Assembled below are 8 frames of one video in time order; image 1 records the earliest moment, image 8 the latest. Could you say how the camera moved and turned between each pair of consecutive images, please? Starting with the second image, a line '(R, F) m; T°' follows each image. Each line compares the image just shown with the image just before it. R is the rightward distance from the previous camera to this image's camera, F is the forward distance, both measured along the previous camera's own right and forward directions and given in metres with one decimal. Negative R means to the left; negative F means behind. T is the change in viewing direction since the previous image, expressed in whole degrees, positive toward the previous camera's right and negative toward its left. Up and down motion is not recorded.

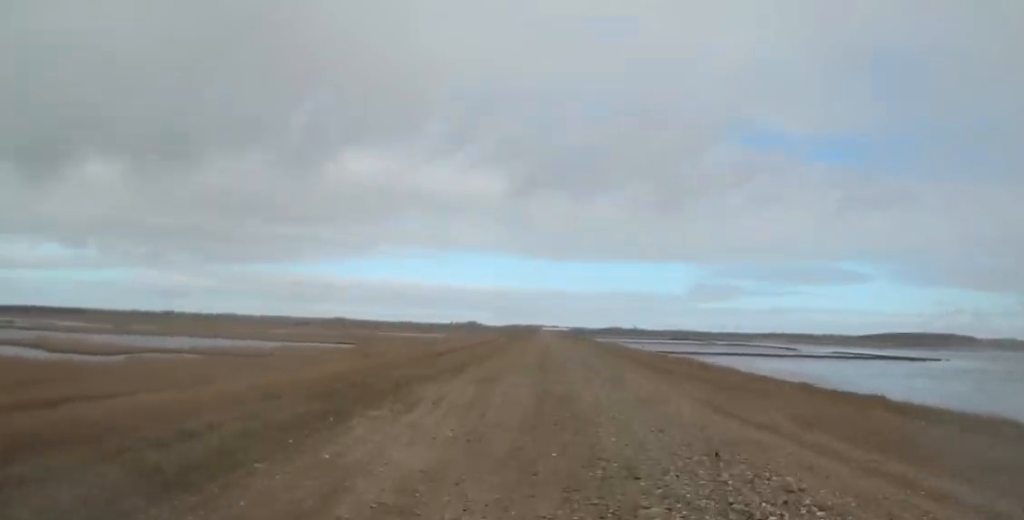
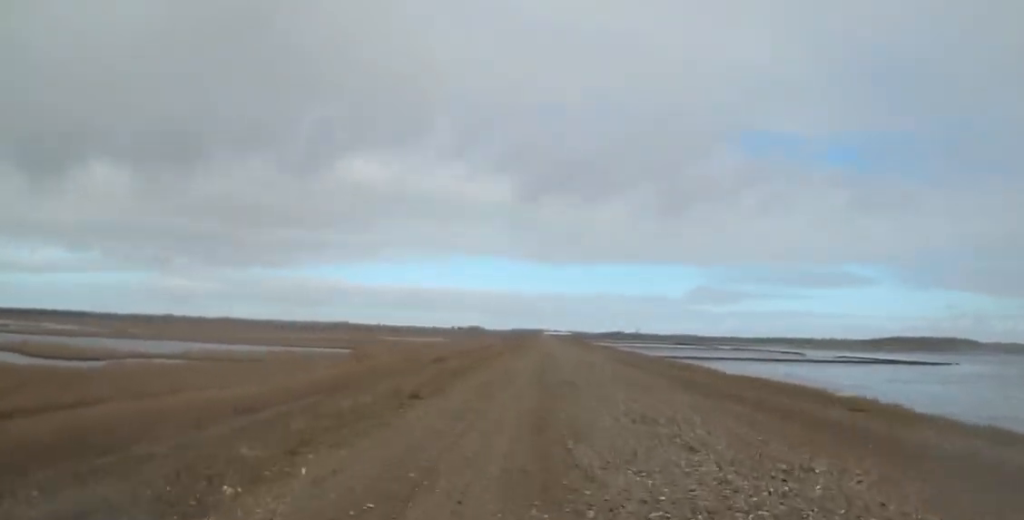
(-0.1, +5.3) m; -1°
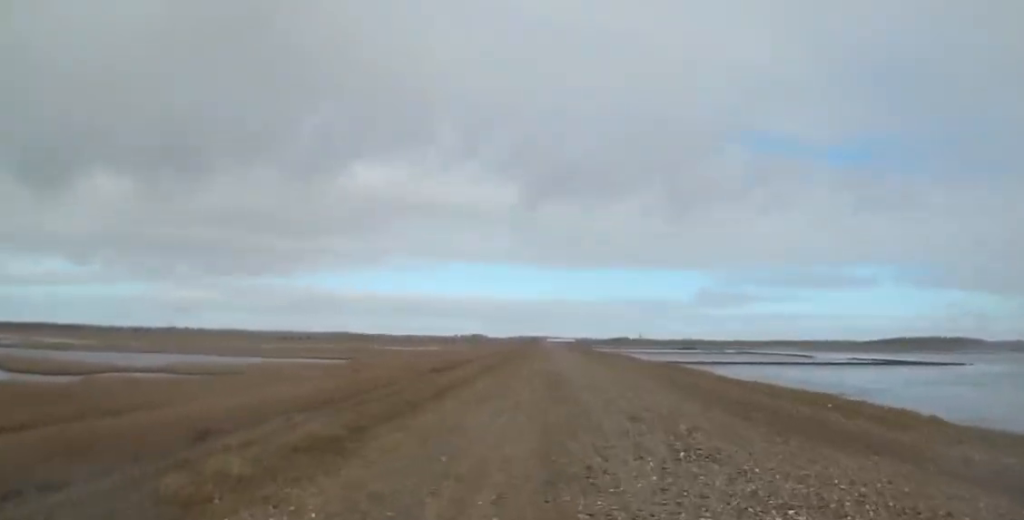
(0.0, +6.8) m; 0°
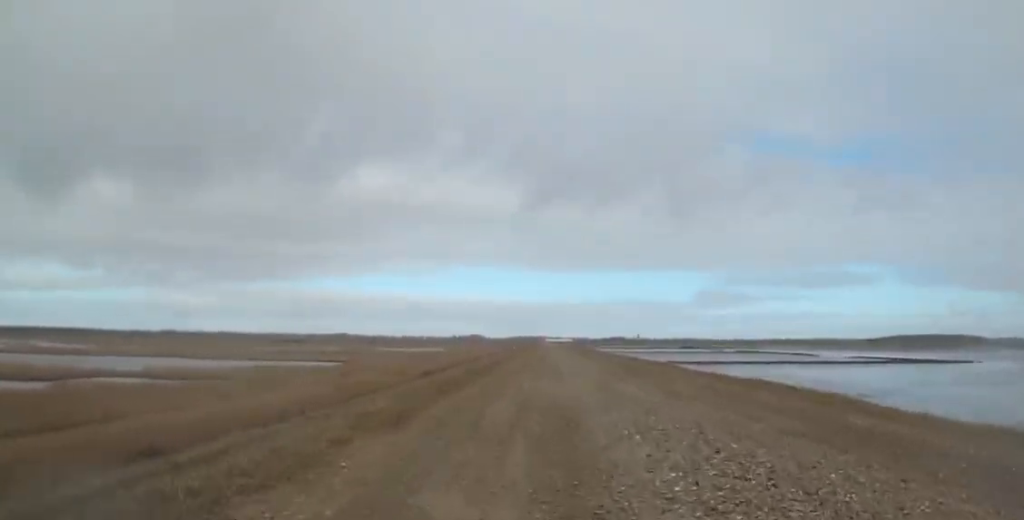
(-0.1, +6.3) m; -4°
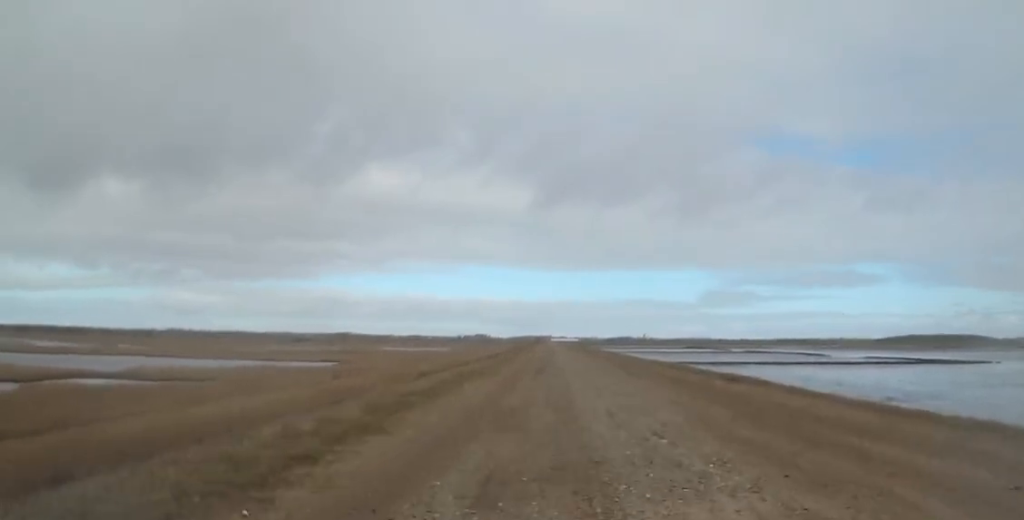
(-0.3, +7.5) m; +2°
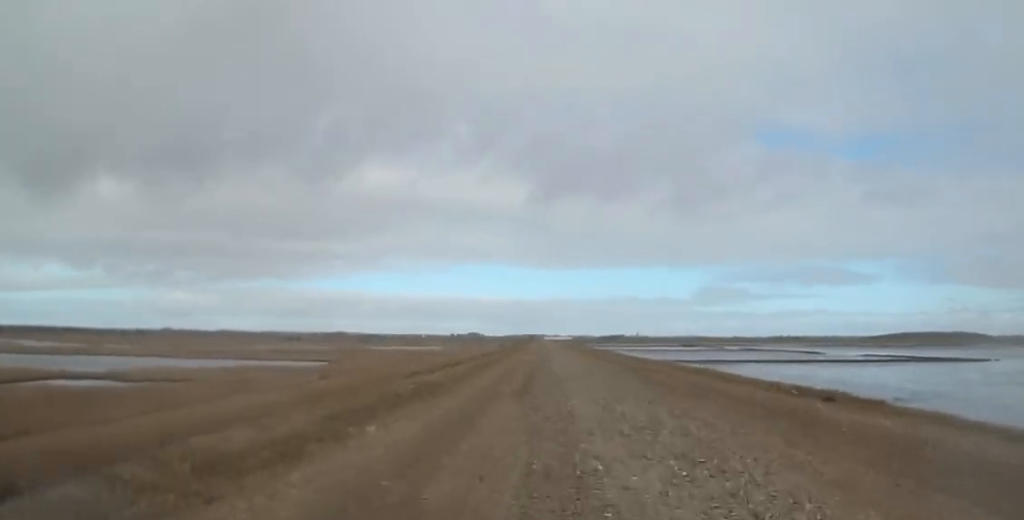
(+0.2, +3.7) m; +4°
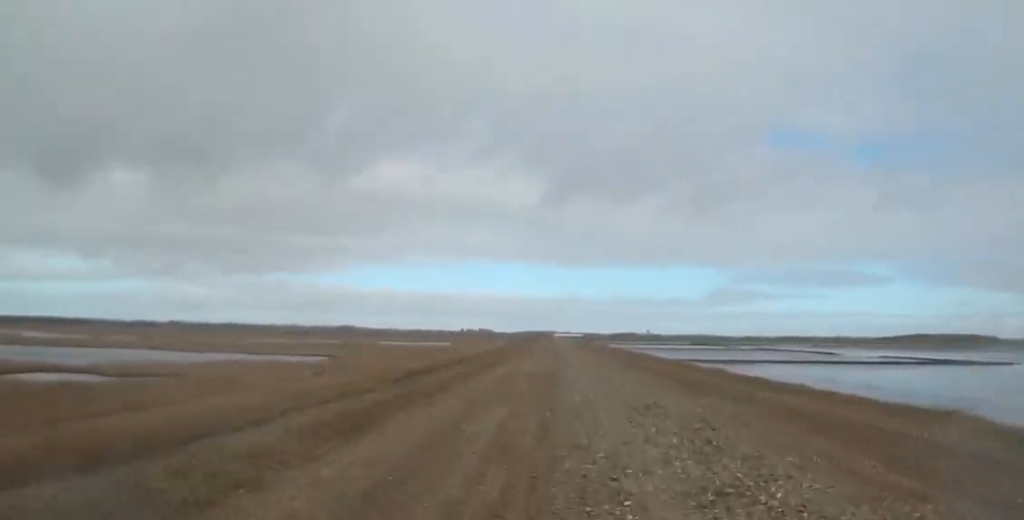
(+0.1, +7.8) m; +1°
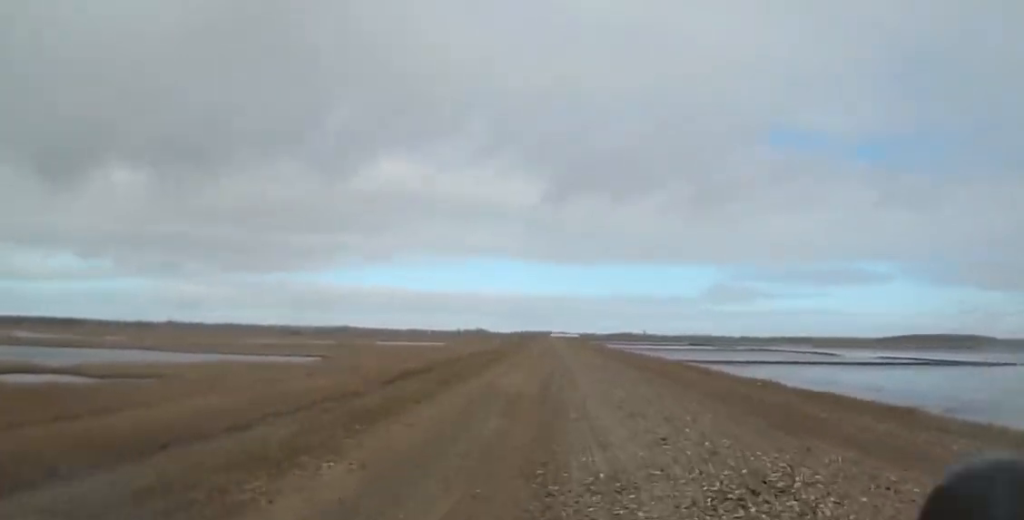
(0.0, +2.8) m; 0°
